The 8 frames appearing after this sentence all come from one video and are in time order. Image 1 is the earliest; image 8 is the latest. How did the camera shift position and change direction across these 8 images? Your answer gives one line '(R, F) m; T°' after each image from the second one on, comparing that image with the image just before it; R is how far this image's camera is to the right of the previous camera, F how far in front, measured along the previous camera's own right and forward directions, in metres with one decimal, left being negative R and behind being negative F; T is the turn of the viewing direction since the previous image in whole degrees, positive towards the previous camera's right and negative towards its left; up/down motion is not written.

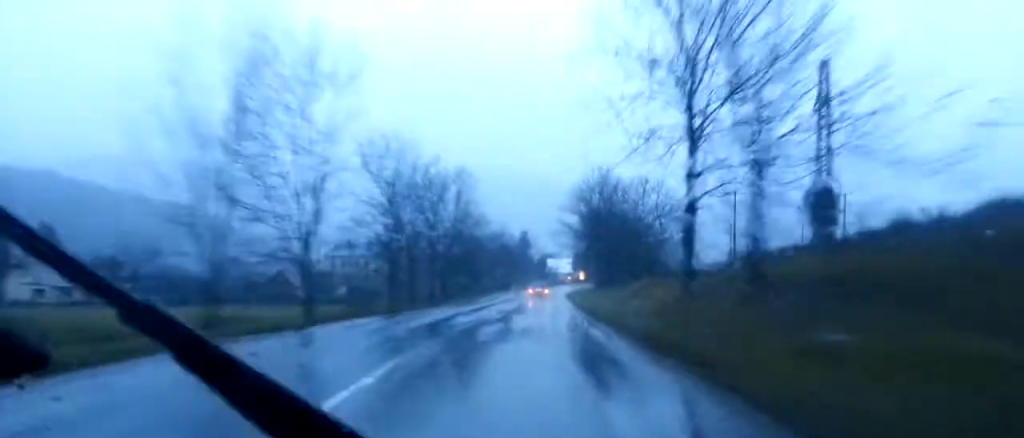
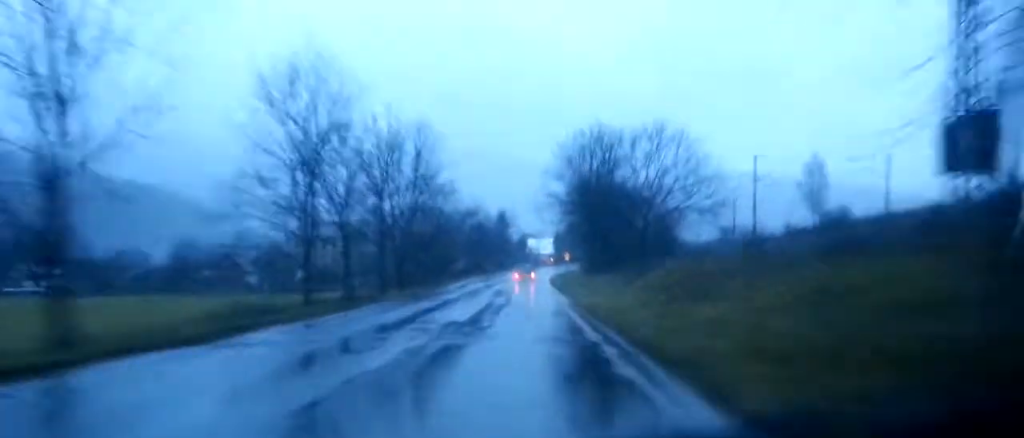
(+0.1, +16.3) m; 0°
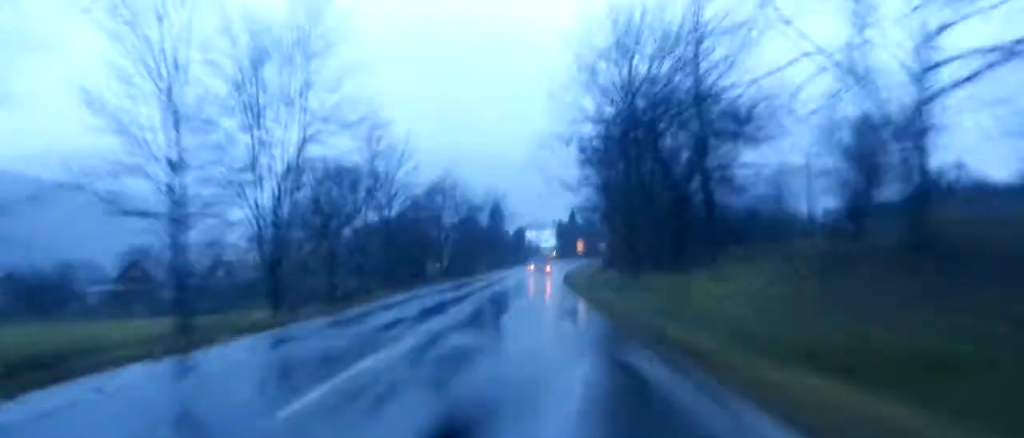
(+0.1, +36.4) m; +1°
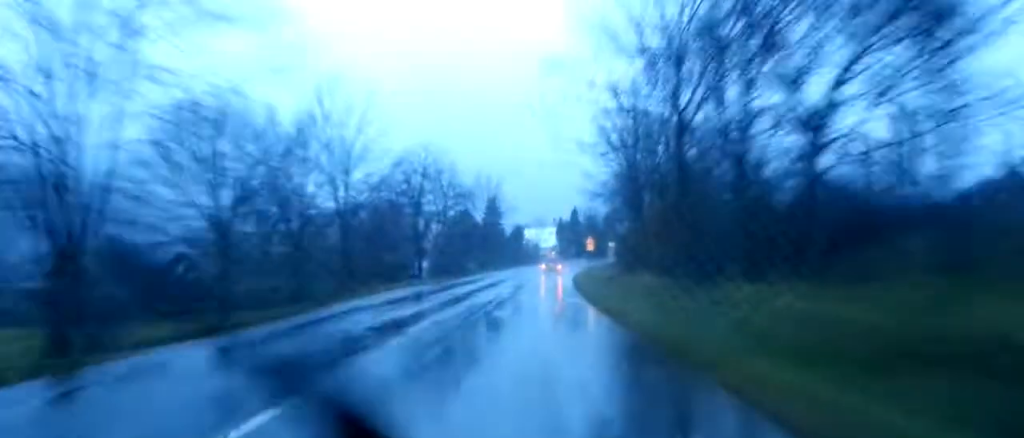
(+0.1, +16.3) m; 0°
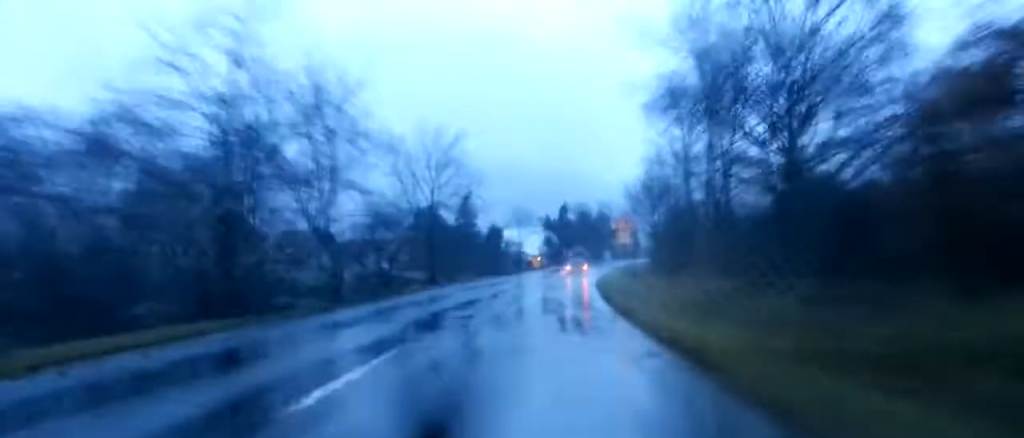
(+0.1, +35.4) m; +2°
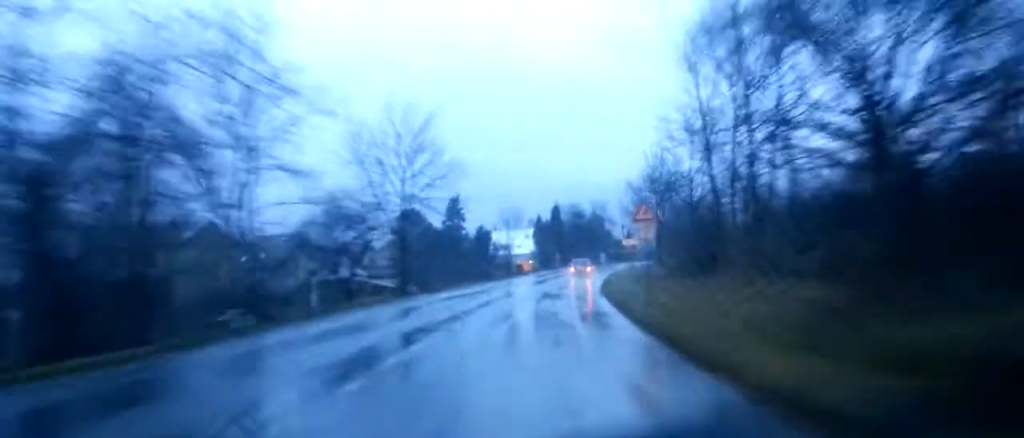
(0.0, +8.5) m; +1°
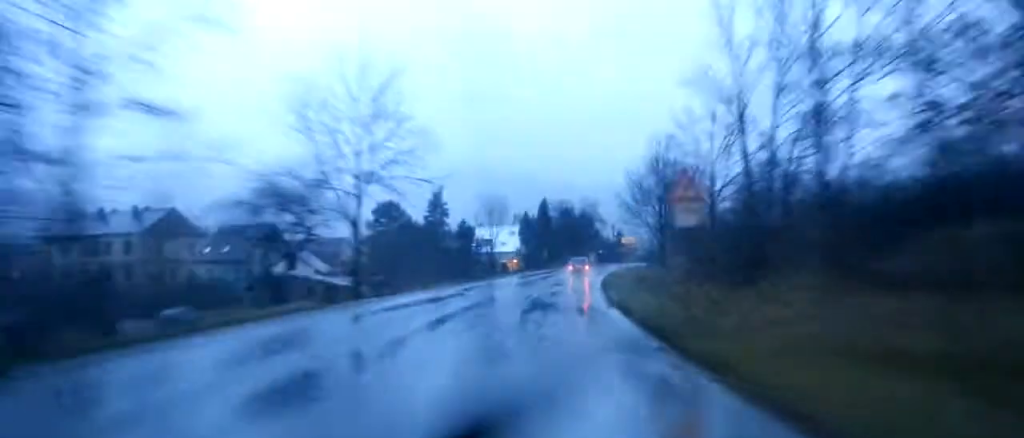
(+0.3, +8.4) m; +1°
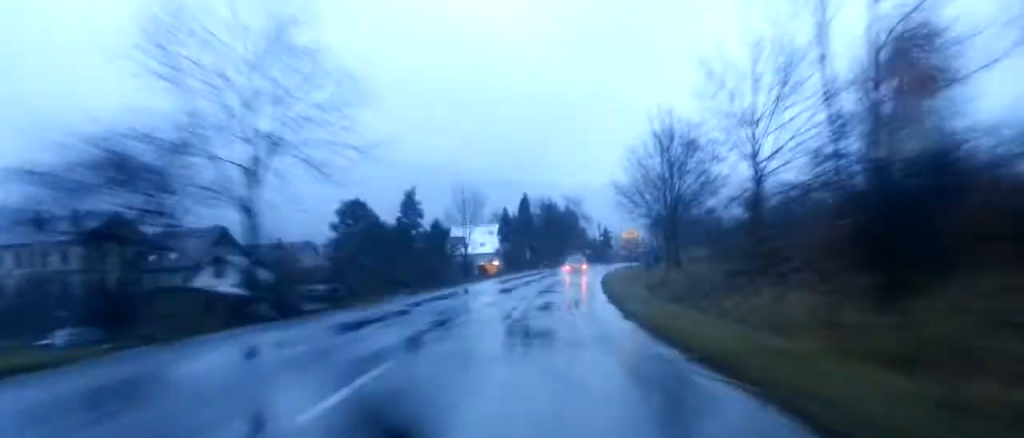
(+0.2, +10.7) m; +2°
